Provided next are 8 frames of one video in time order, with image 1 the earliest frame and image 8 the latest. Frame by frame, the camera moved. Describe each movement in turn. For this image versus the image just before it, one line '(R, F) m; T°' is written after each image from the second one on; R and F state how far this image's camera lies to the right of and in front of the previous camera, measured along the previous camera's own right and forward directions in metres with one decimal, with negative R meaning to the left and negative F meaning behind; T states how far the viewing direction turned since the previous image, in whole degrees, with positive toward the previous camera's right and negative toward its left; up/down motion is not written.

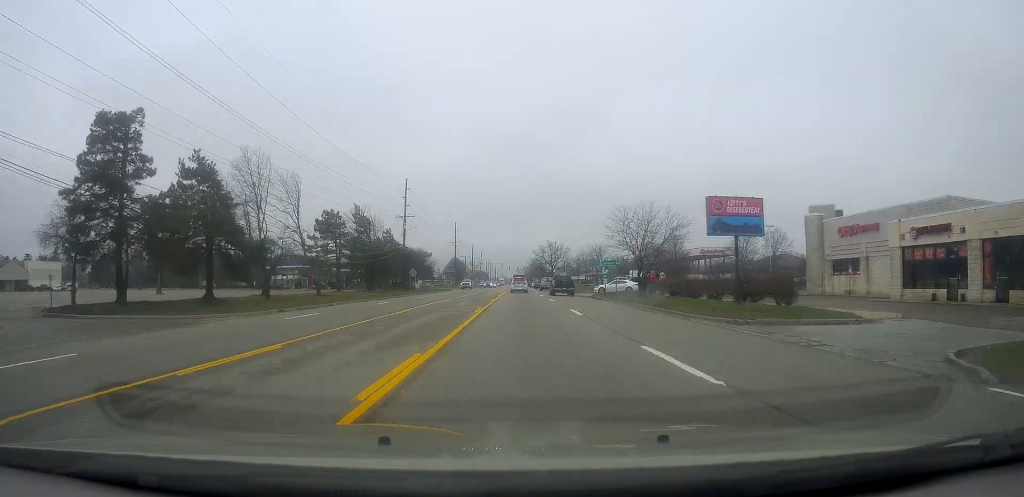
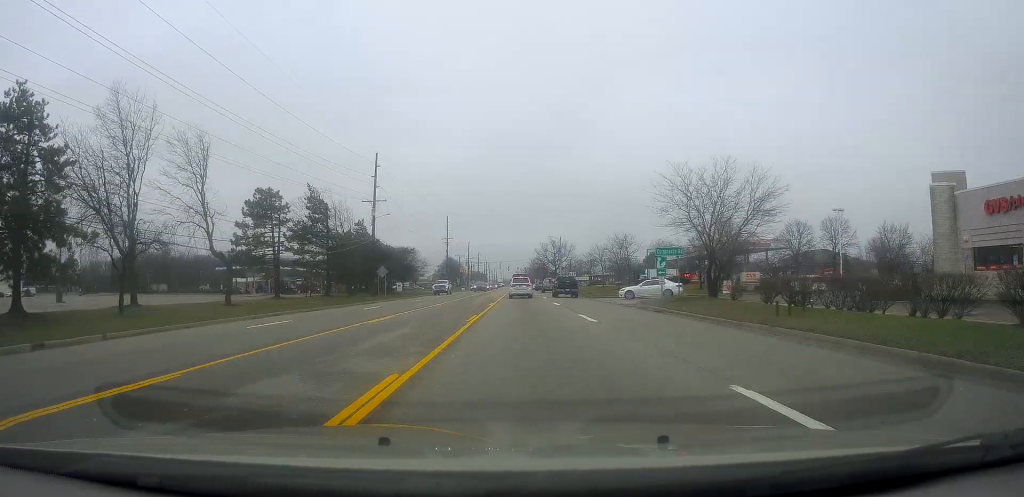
(0.0, +20.3) m; +2°
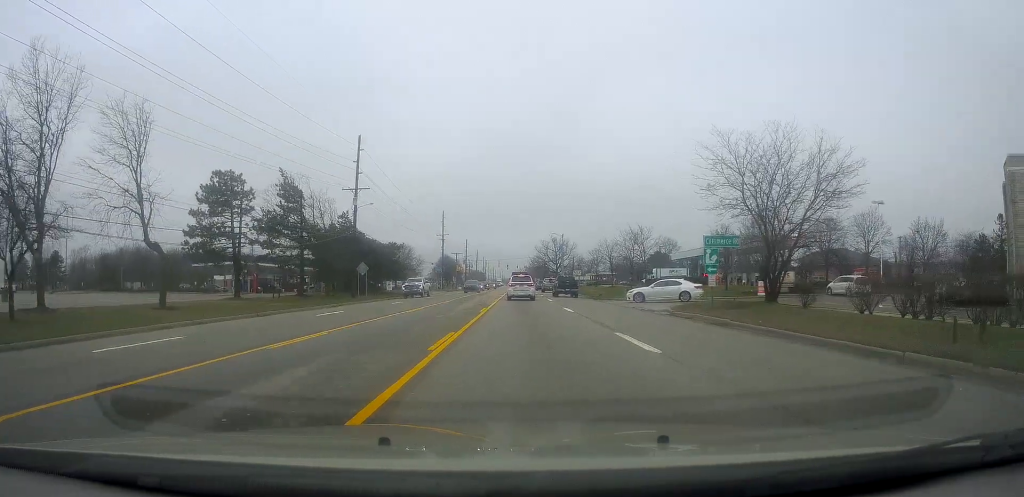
(+0.3, +9.3) m; +2°
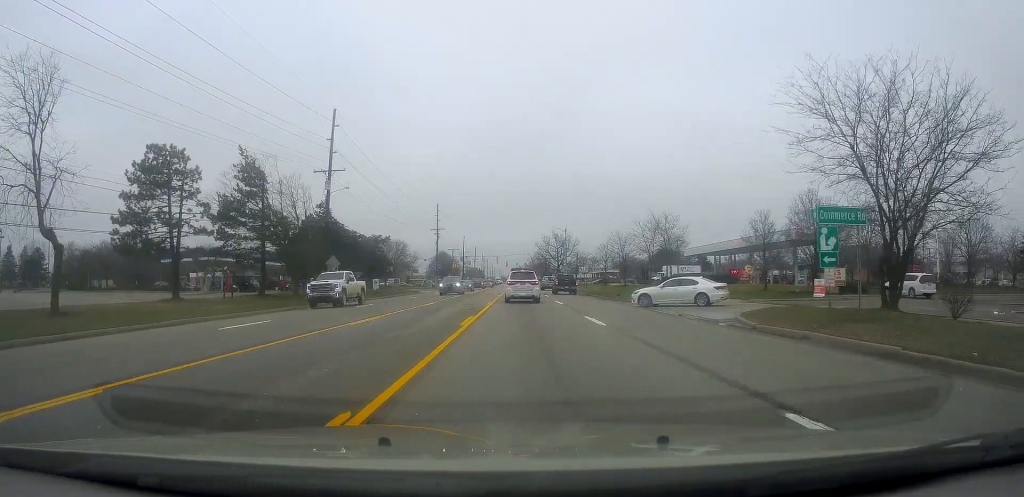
(0.0, +10.2) m; 0°
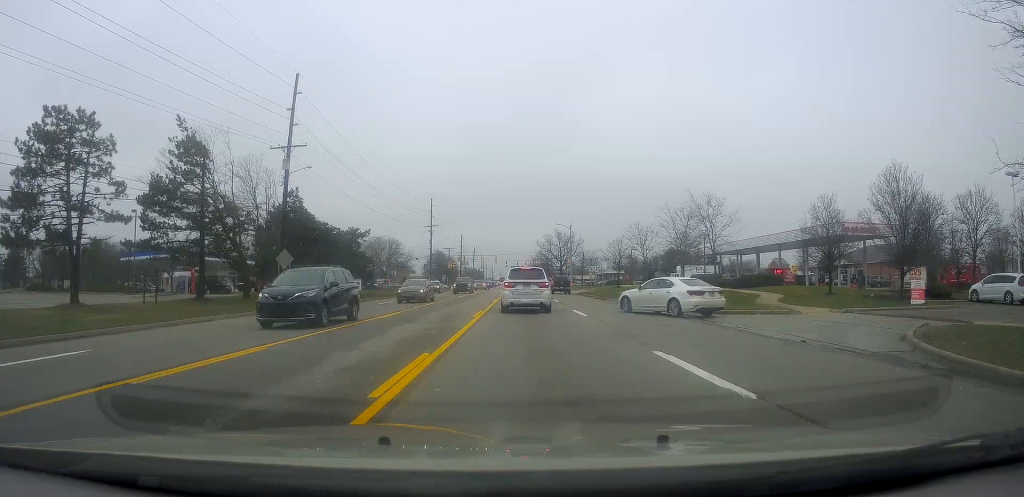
(0.0, +12.4) m; 0°
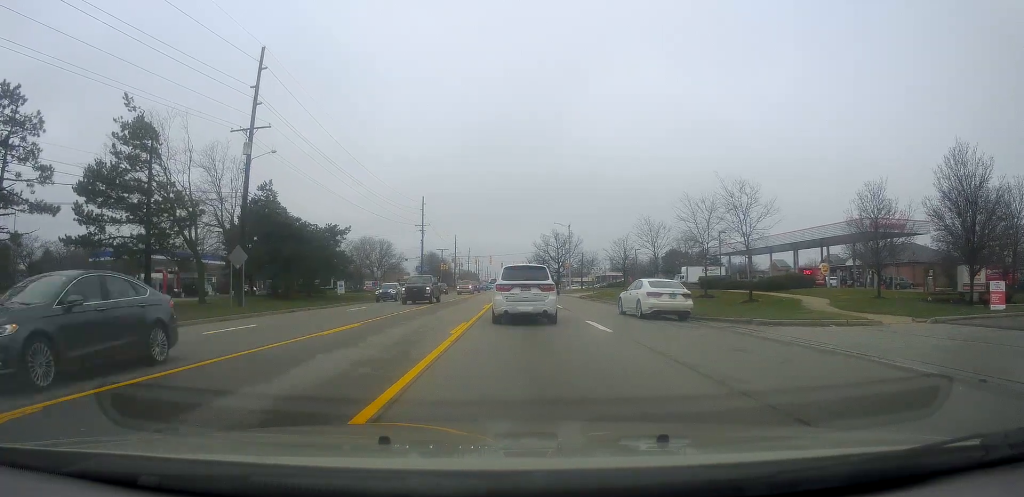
(0.0, +7.2) m; 0°
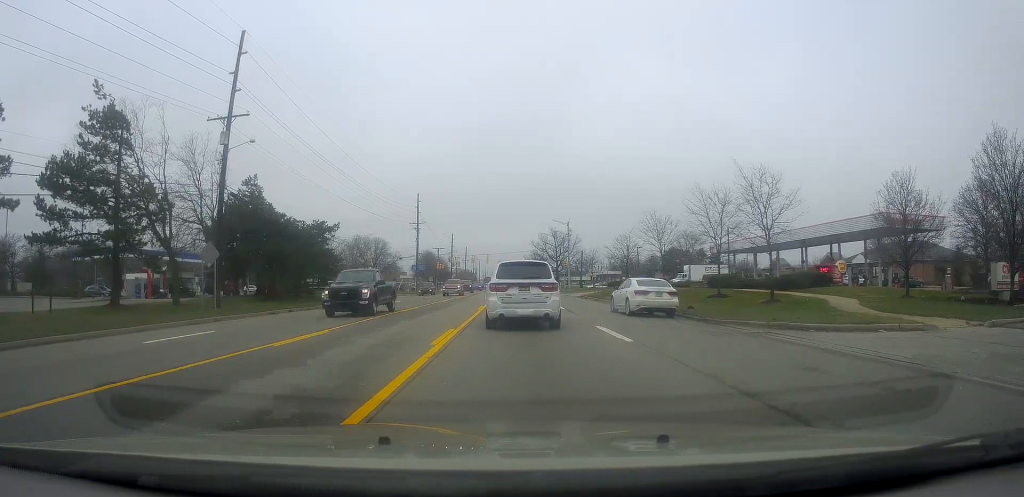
(0.0, +3.0) m; 0°
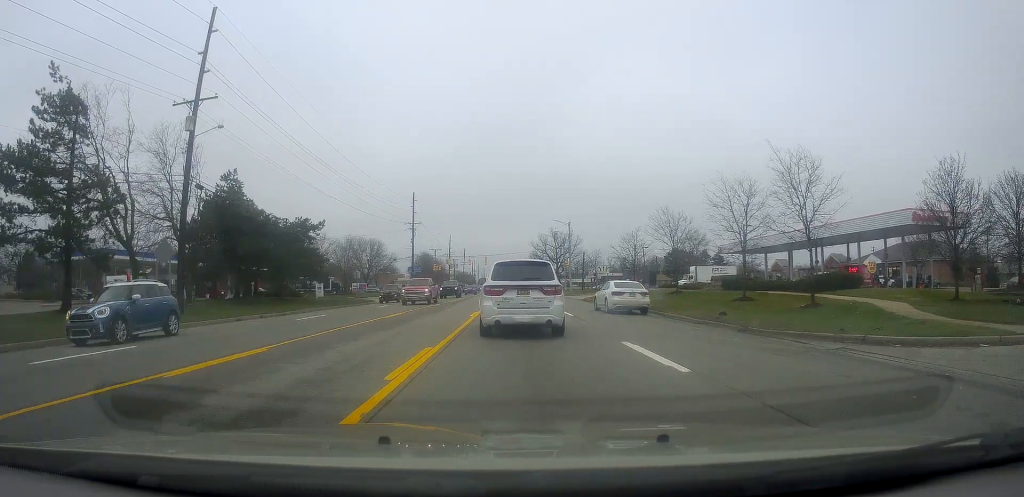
(0.0, +4.4) m; 0°
